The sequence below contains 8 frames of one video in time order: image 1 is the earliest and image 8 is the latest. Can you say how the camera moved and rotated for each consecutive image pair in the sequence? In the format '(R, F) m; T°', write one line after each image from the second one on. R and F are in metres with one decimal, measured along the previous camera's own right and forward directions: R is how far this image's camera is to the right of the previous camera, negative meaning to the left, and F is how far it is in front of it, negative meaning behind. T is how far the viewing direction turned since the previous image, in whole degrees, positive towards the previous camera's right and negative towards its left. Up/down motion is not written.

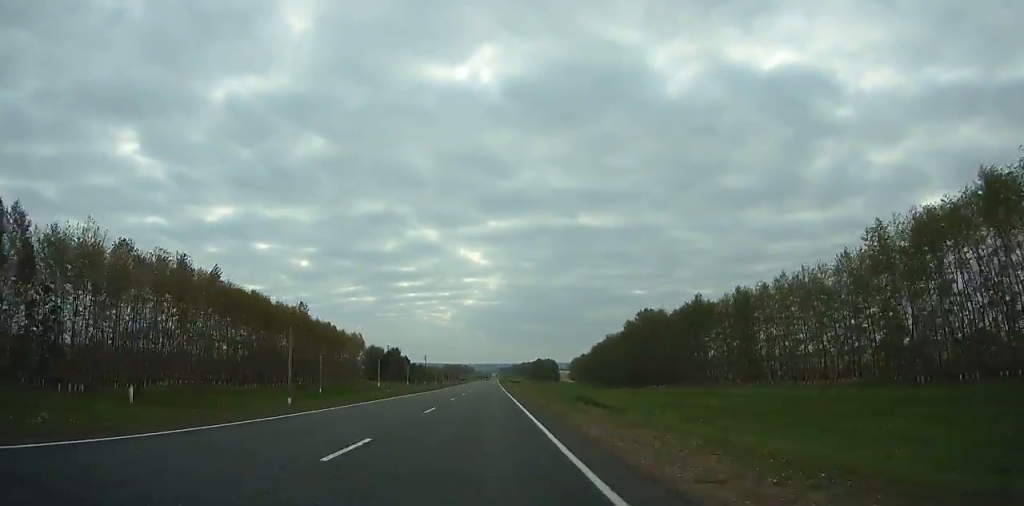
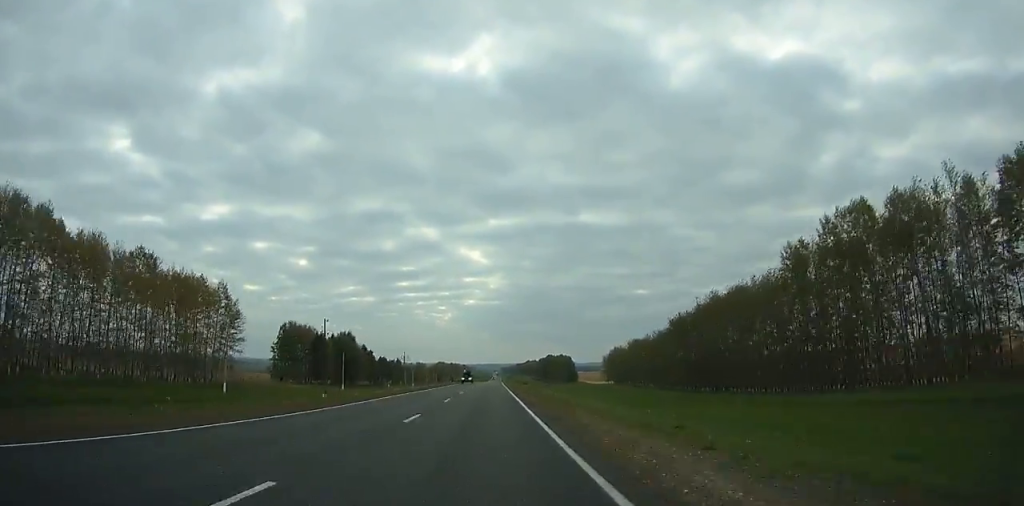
(-0.2, +102.9) m; 0°
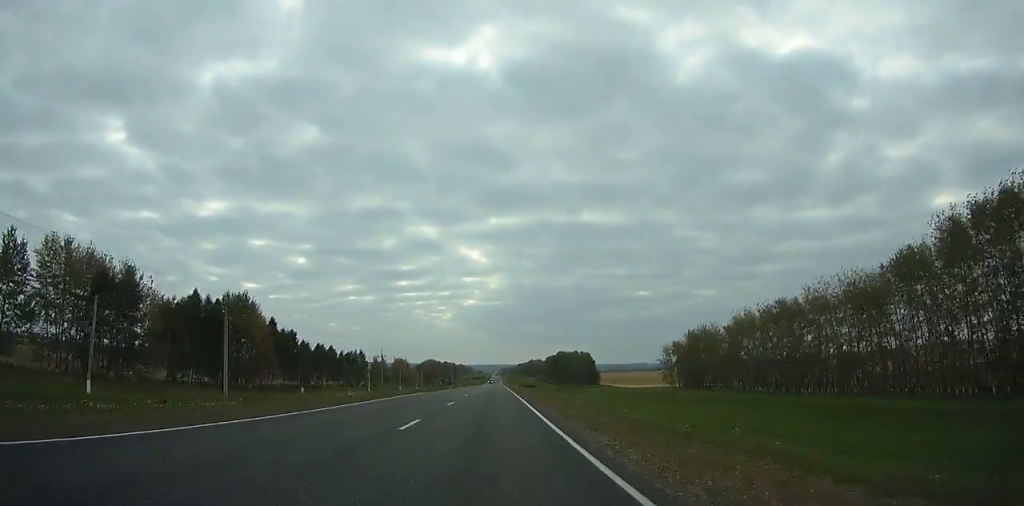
(+0.3, +86.3) m; 0°
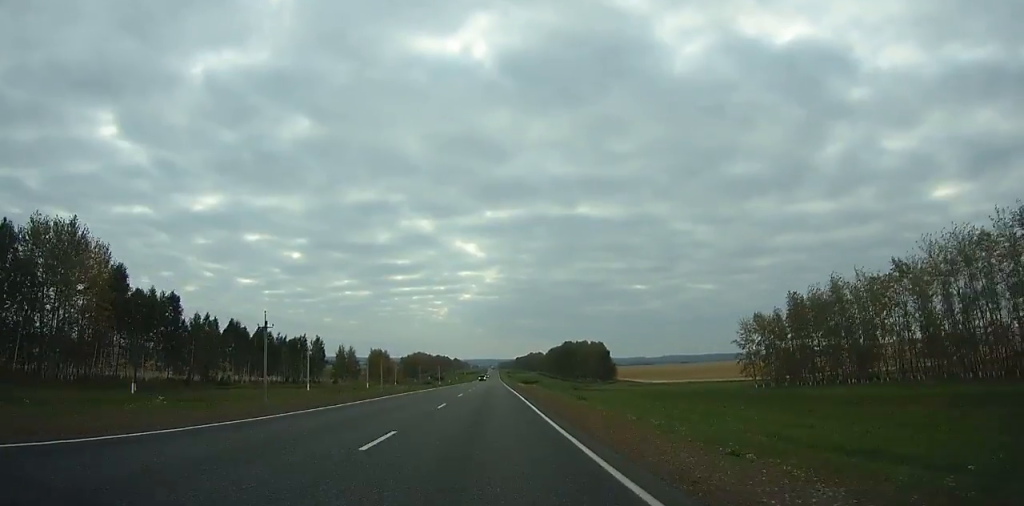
(+0.1, +51.0) m; 0°
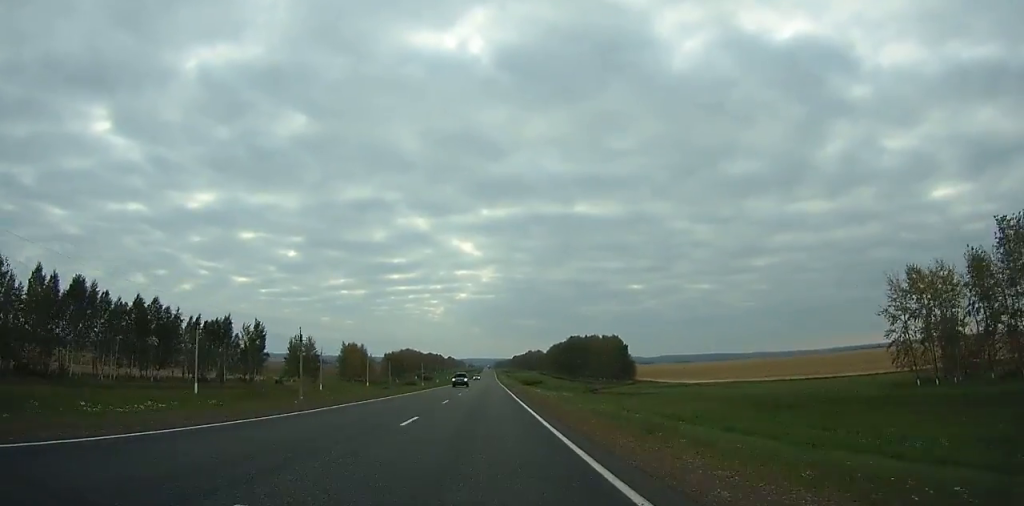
(+0.1, +42.7) m; 0°
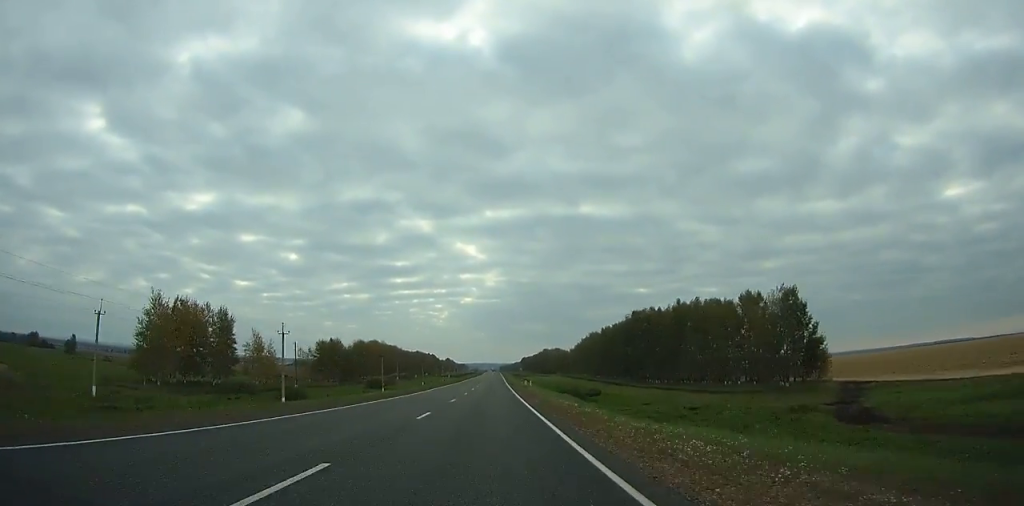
(0.0, +129.5) m; 0°
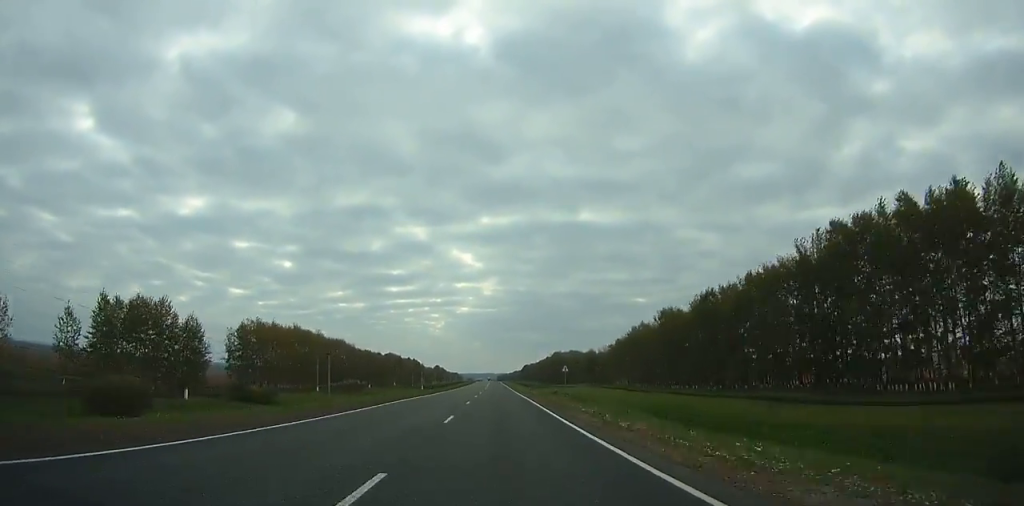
(-0.5, +107.7) m; 0°
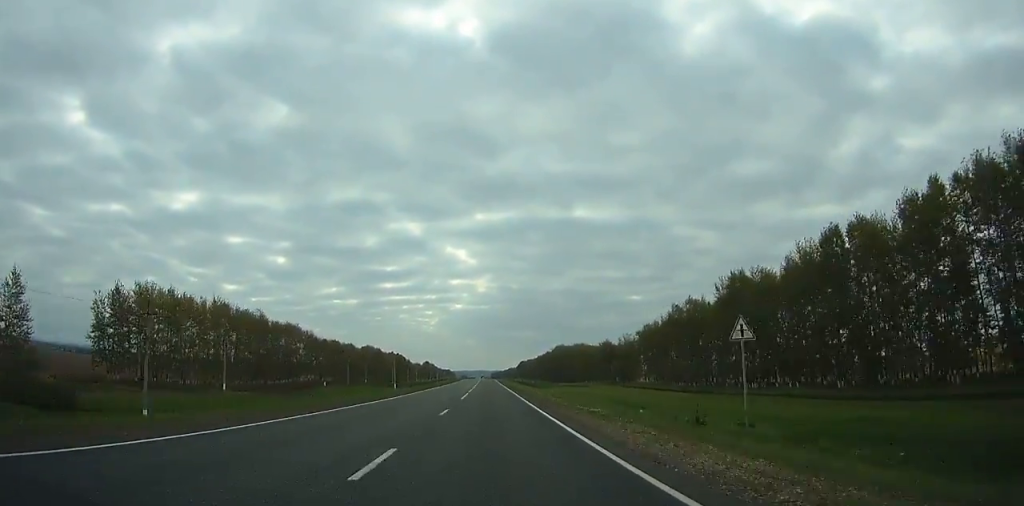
(0.0, +44.8) m; 0°
